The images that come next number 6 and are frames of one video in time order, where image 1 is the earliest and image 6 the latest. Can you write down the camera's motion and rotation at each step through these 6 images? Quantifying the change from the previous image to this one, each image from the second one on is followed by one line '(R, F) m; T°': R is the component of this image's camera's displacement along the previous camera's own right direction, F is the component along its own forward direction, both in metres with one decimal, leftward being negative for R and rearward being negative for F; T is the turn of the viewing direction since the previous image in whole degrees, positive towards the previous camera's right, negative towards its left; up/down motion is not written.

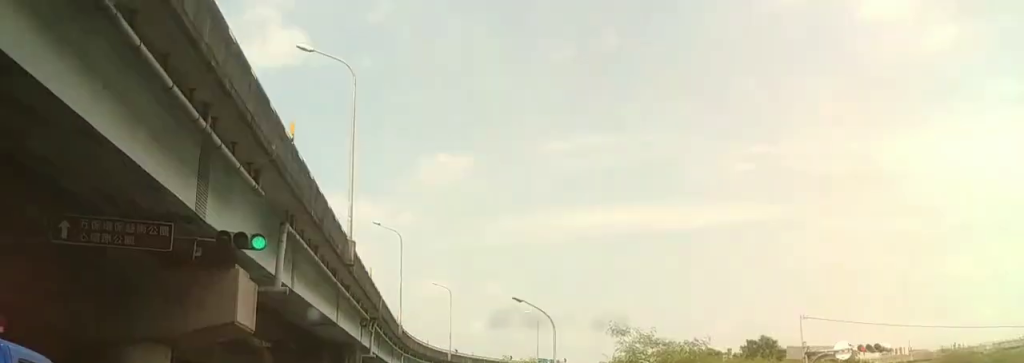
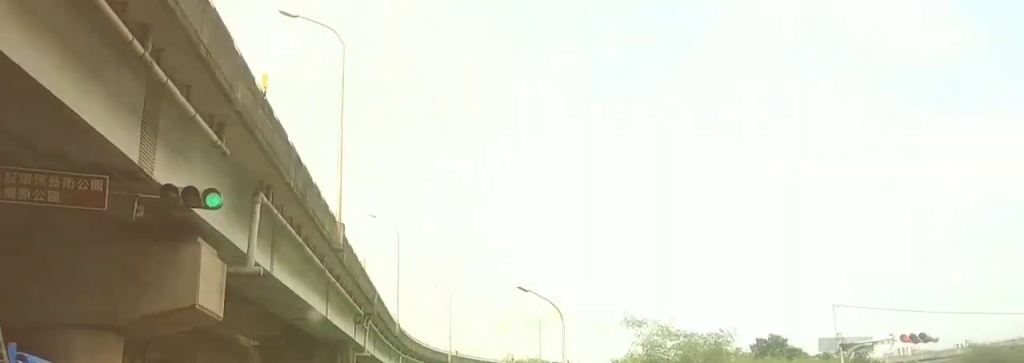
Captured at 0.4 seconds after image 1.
(0.0, +4.1) m; -2°
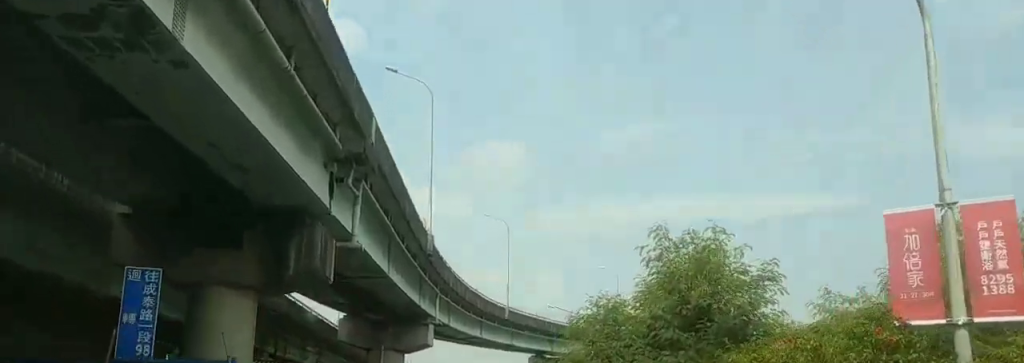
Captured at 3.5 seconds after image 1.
(-1.9, +29.3) m; -2°
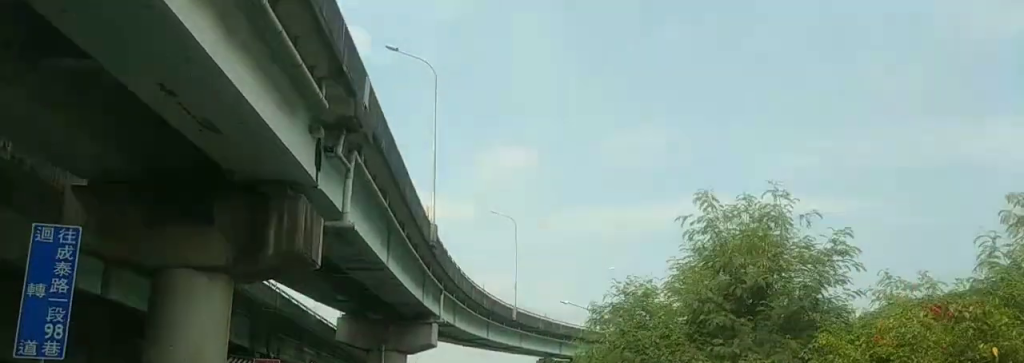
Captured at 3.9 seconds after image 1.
(+0.1, +3.9) m; +1°
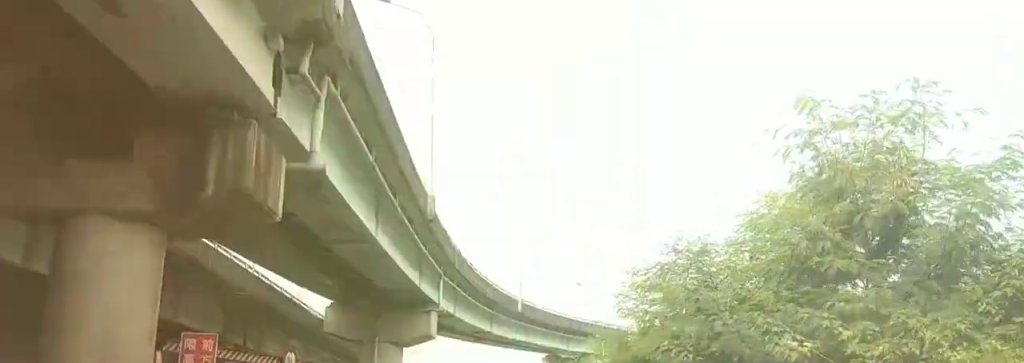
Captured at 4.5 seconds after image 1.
(-0.1, +5.8) m; 0°
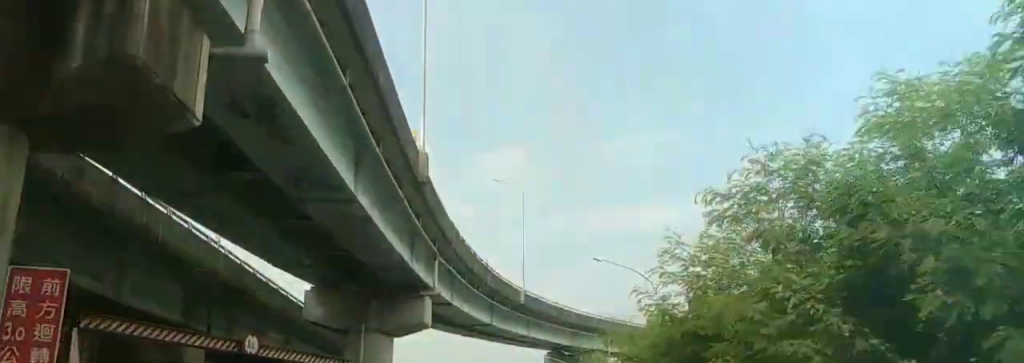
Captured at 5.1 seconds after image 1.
(0.0, +5.8) m; 0°
